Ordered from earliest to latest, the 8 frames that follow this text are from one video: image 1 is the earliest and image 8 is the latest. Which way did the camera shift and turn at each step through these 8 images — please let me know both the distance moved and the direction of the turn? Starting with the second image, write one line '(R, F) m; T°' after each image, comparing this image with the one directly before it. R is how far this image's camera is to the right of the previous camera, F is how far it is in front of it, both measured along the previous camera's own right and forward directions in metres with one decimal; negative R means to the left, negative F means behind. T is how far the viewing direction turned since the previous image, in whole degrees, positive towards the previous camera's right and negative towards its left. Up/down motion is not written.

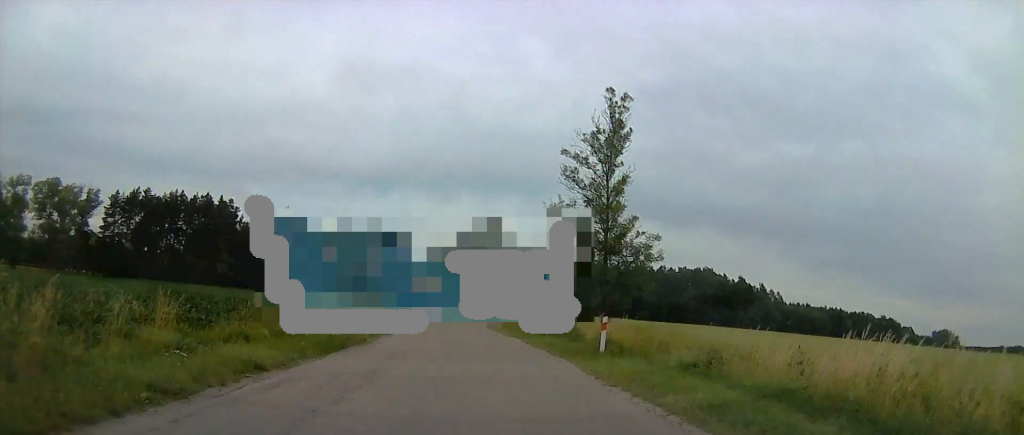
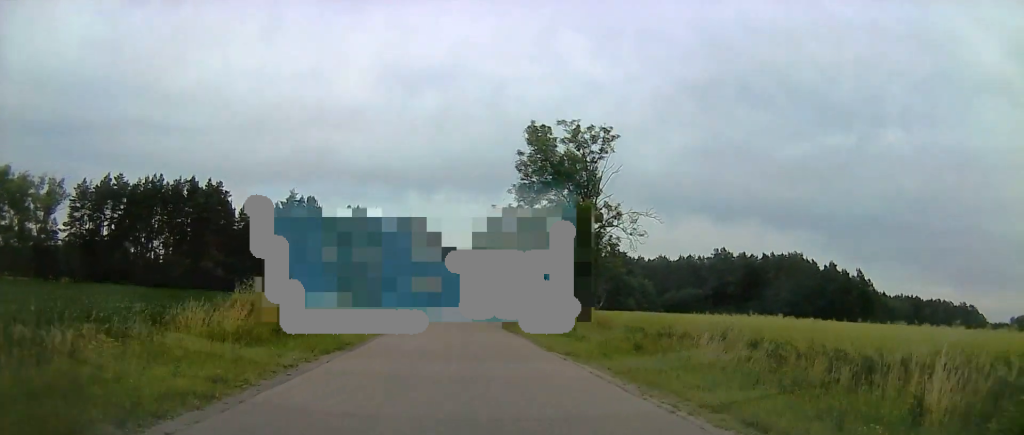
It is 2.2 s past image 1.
(-1.9, +44.7) m; -3°
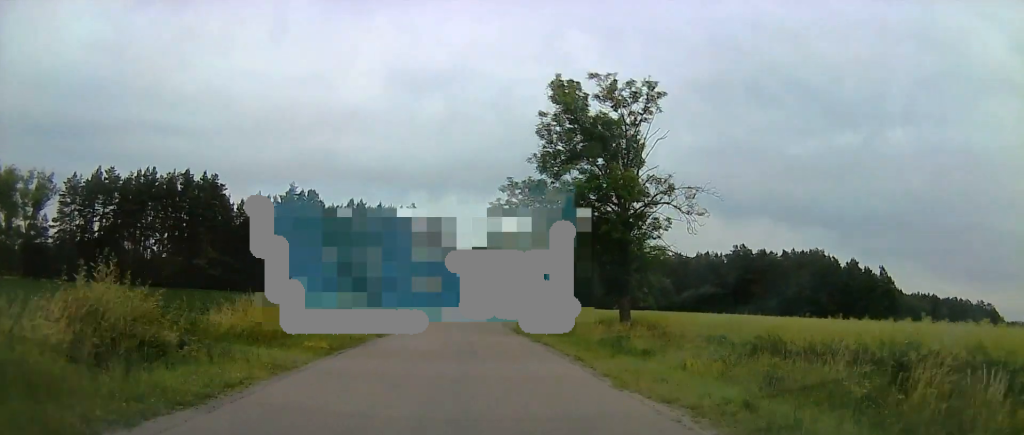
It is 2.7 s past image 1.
(0.0, +8.8) m; 0°
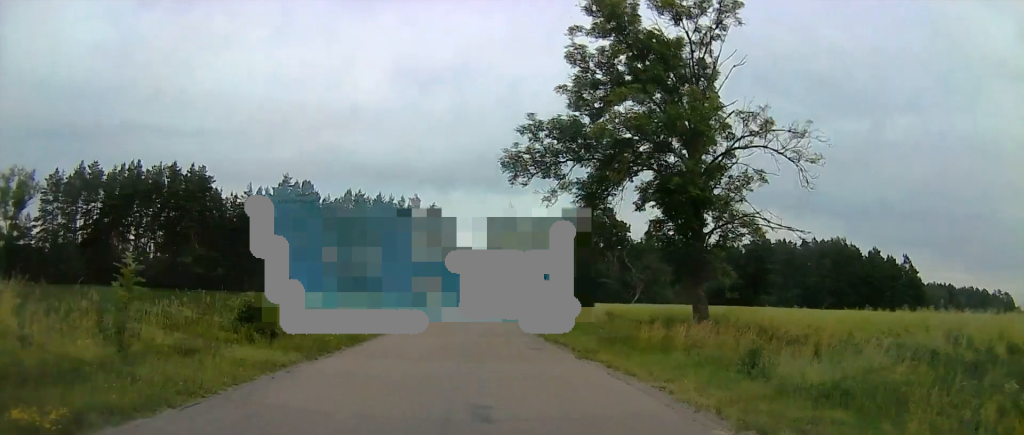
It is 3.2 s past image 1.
(0.0, +9.9) m; 0°
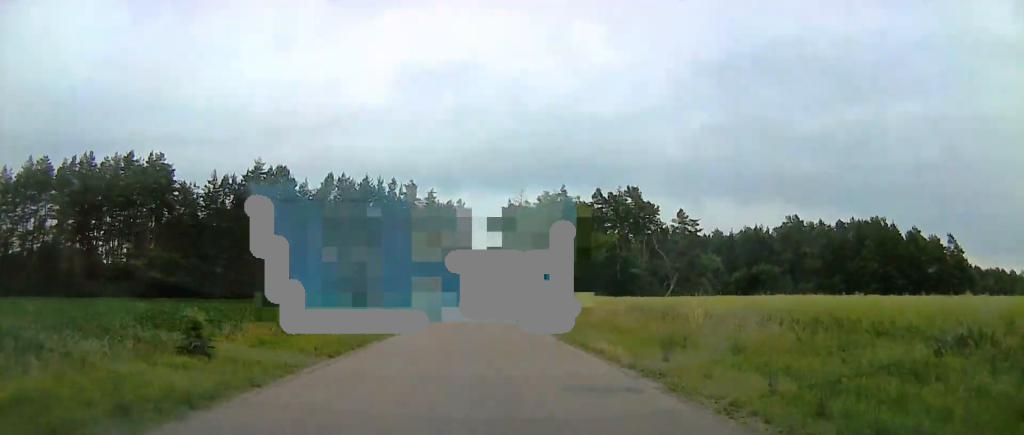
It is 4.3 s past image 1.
(-0.2, +19.0) m; 0°
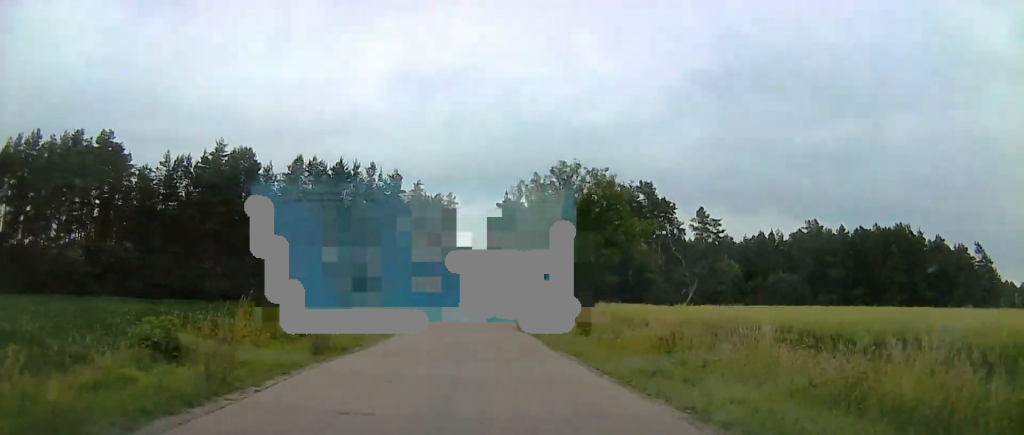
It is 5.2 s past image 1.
(+0.3, +15.4) m; +1°
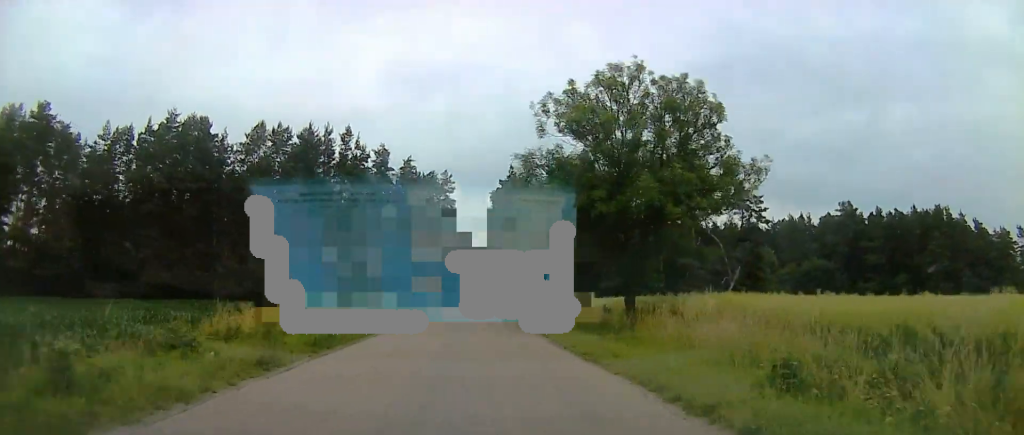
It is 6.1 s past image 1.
(+0.2, +18.8) m; -4°
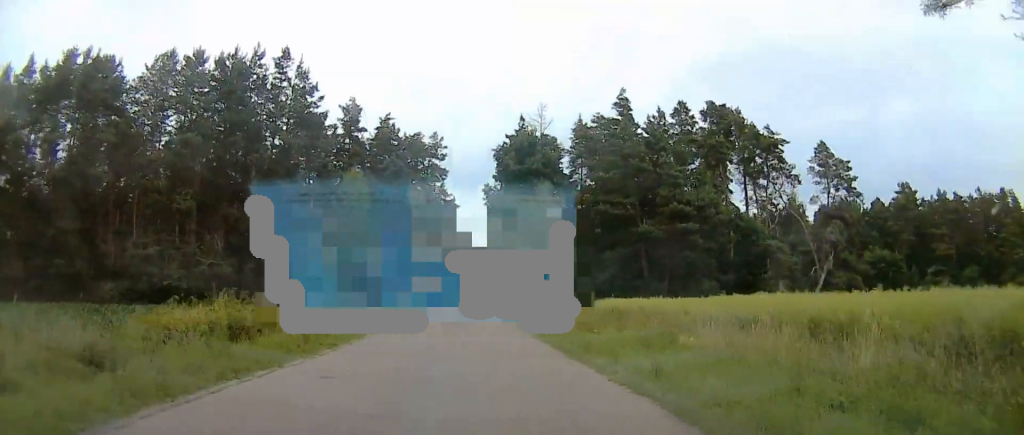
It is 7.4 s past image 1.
(-2.0, +21.9) m; -2°
